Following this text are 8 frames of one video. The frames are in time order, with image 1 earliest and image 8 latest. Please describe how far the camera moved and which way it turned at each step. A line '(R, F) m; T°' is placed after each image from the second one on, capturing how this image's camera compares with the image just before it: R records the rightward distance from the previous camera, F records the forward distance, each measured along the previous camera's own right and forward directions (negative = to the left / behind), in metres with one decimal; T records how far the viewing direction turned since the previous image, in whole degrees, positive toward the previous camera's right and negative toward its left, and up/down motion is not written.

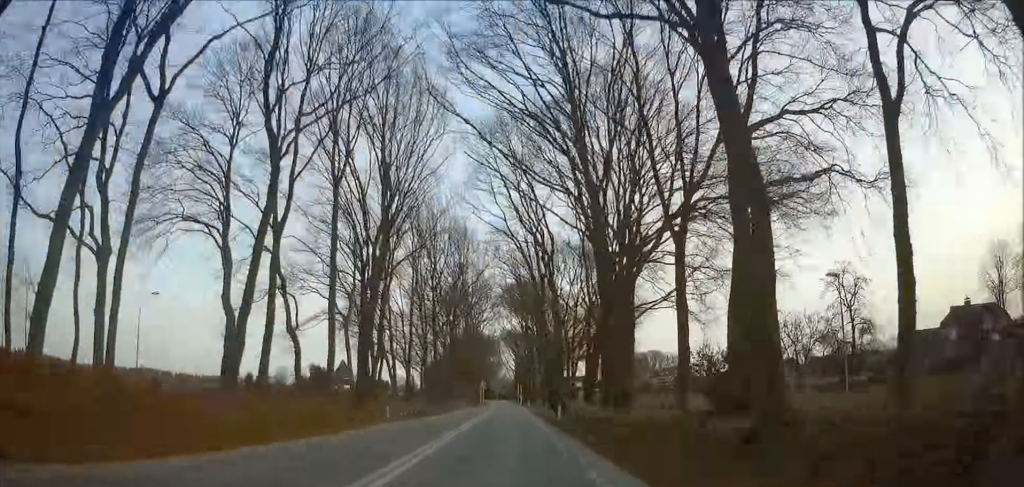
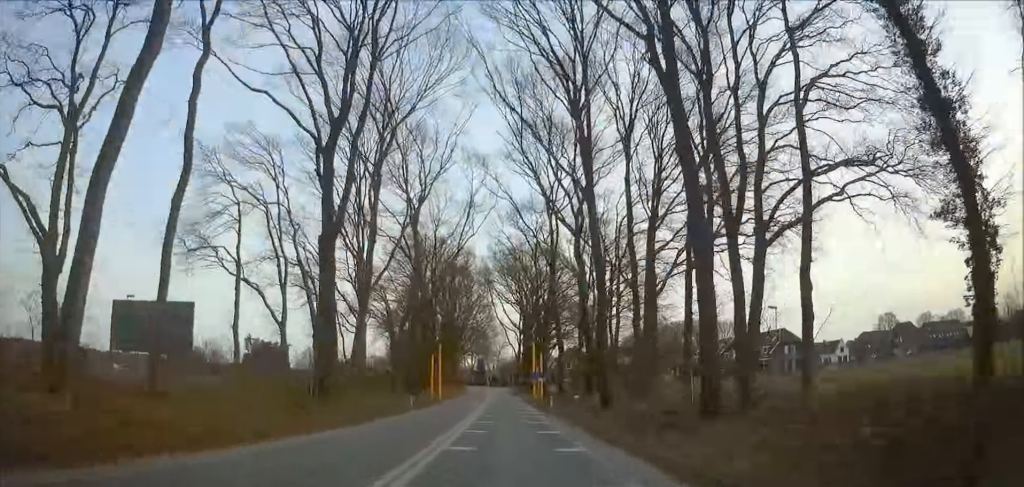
(+0.5, +88.1) m; +1°
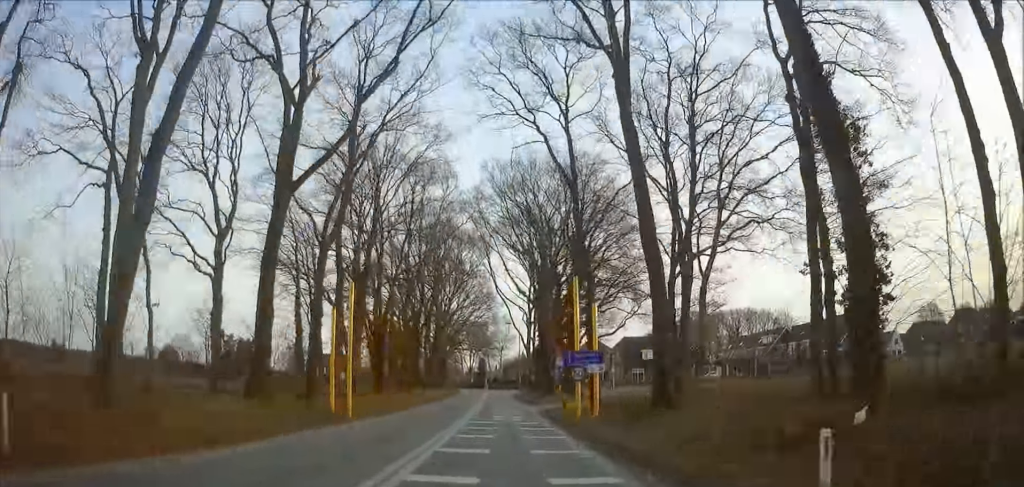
(0.0, +31.6) m; 0°
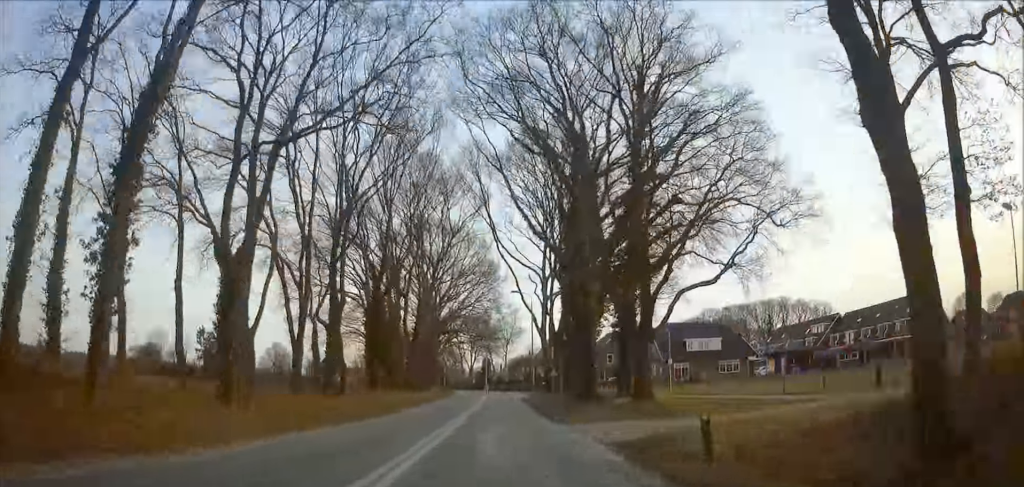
(0.0, +23.4) m; 0°
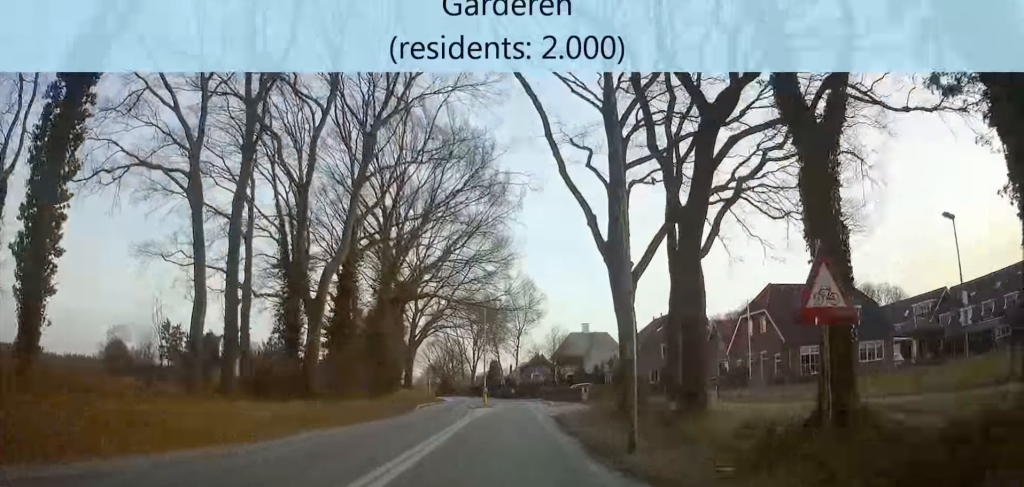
(-0.2, +35.1) m; -1°
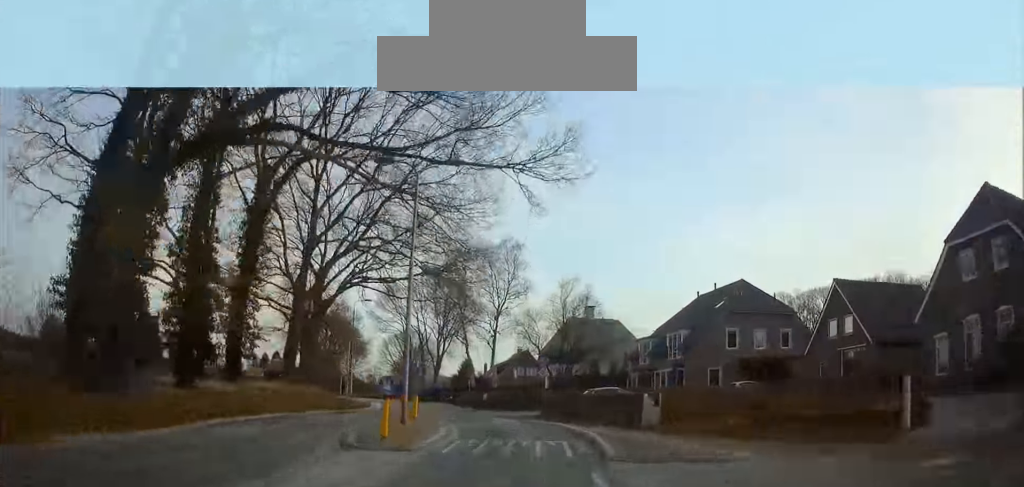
(-0.2, +31.0) m; -2°
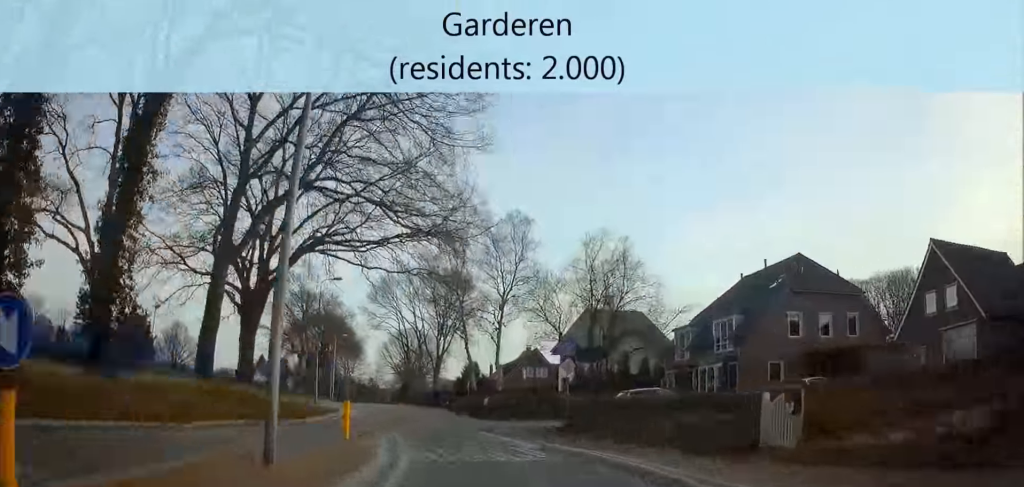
(+0.3, +10.9) m; -2°
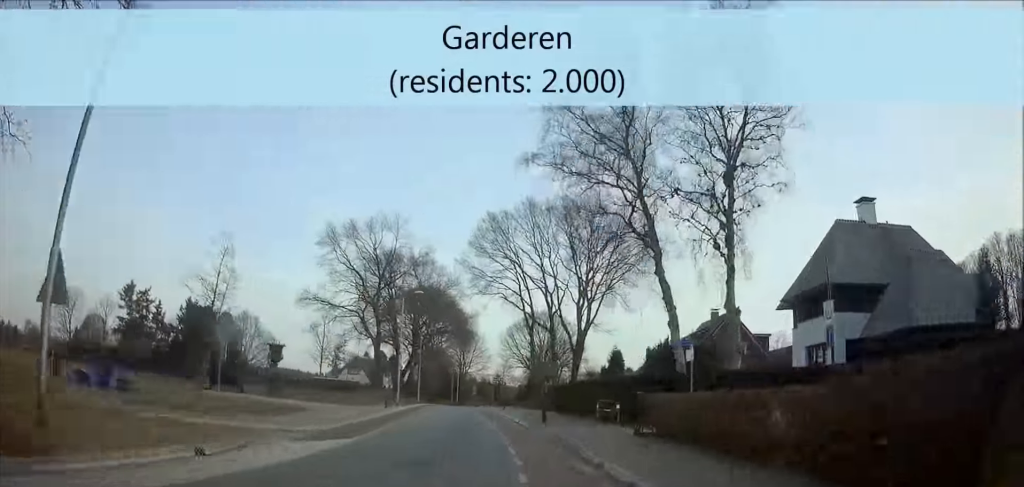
(-2.5, +32.7) m; -8°
